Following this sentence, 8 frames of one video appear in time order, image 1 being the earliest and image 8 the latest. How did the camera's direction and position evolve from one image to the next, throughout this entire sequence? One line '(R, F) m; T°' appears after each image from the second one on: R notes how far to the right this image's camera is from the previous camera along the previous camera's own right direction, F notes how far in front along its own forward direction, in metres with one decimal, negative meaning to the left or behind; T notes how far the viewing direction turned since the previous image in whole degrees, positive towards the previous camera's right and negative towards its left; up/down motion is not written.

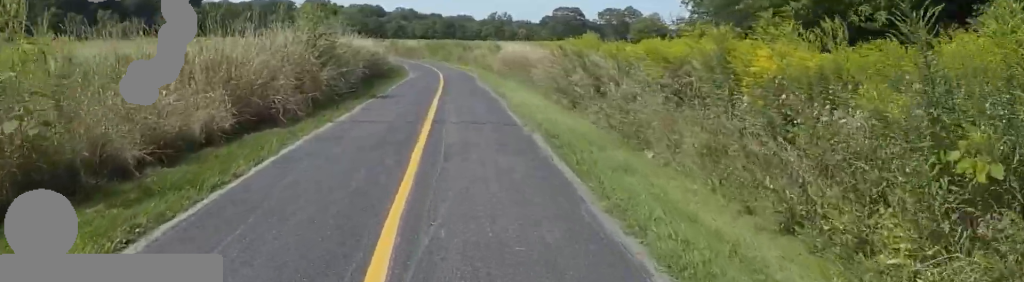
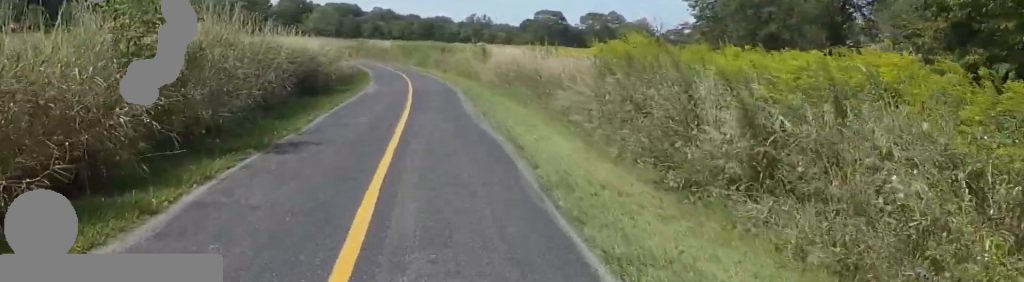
(-1.0, +7.0) m; +1°
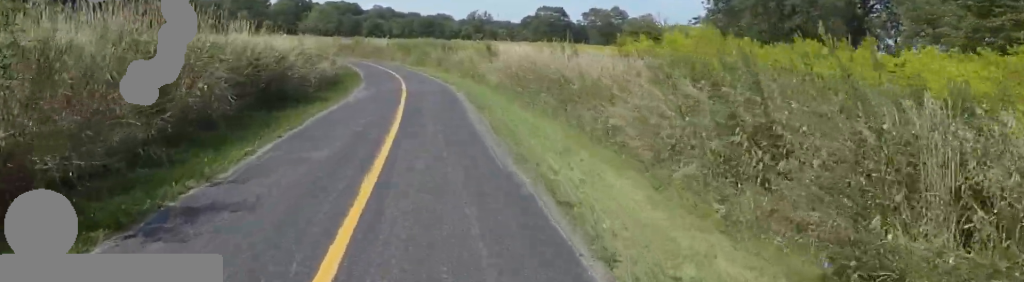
(+0.5, +3.3) m; +4°
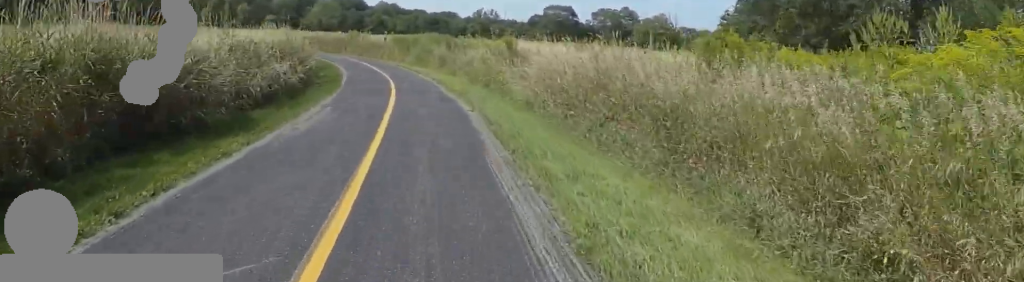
(+0.4, +5.8) m; 0°
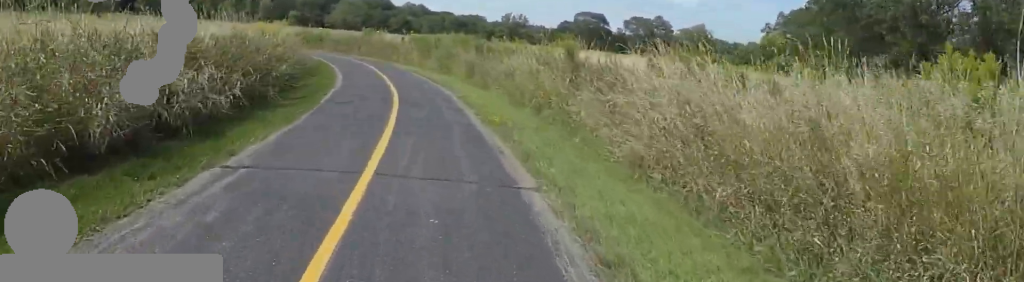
(-0.3, +6.4) m; -7°
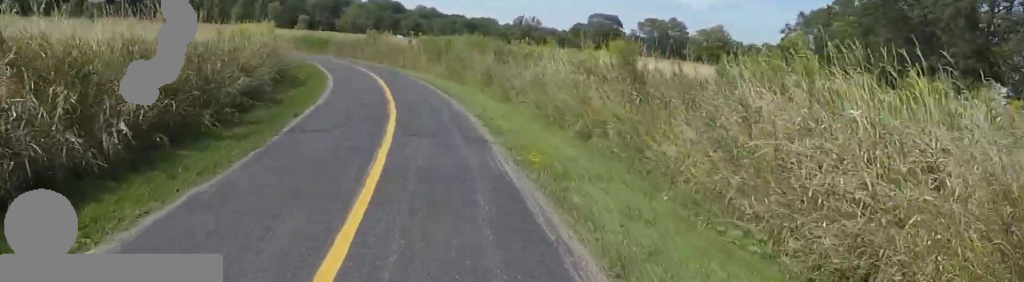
(-0.2, +3.8) m; -4°
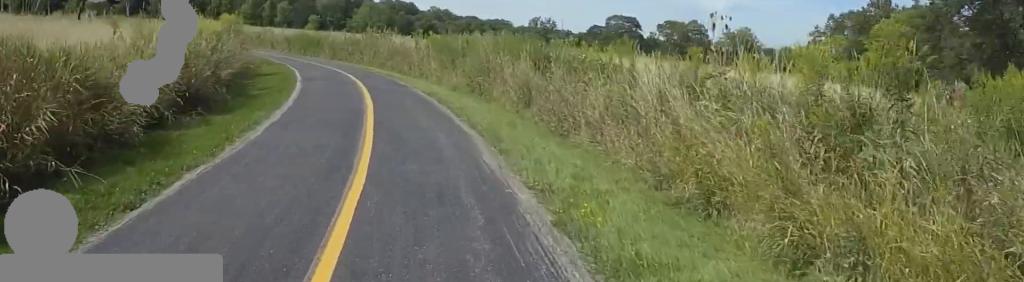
(-0.3, +6.1) m; -3°
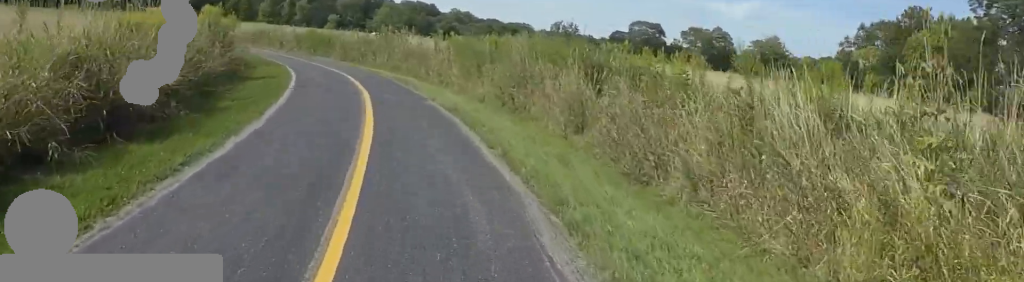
(0.0, +3.2) m; -1°
